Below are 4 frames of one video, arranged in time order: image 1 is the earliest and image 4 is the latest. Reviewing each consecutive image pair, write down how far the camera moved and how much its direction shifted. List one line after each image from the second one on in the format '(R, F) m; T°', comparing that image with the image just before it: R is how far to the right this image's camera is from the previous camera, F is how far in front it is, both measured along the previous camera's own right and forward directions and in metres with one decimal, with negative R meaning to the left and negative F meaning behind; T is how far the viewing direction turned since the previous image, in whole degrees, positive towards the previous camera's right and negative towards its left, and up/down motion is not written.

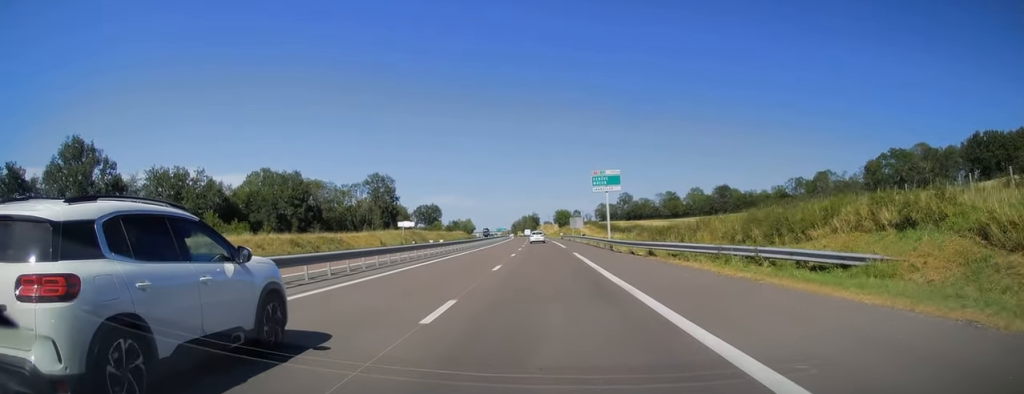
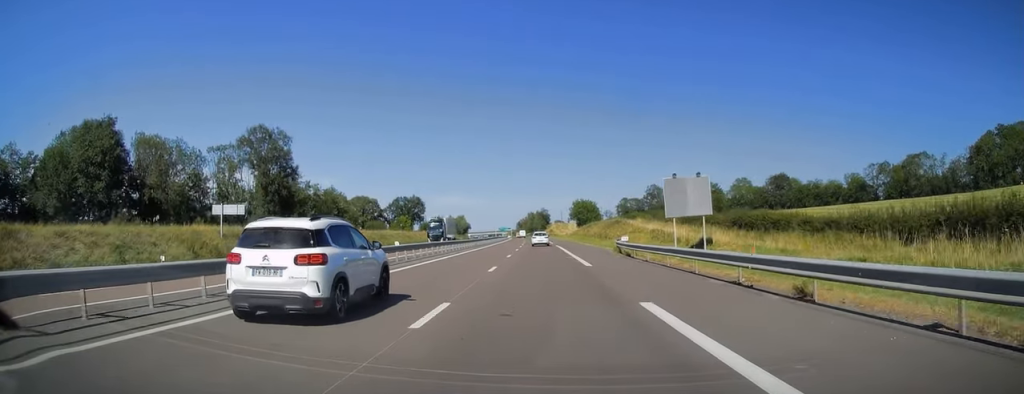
(-0.7, +77.7) m; -1°
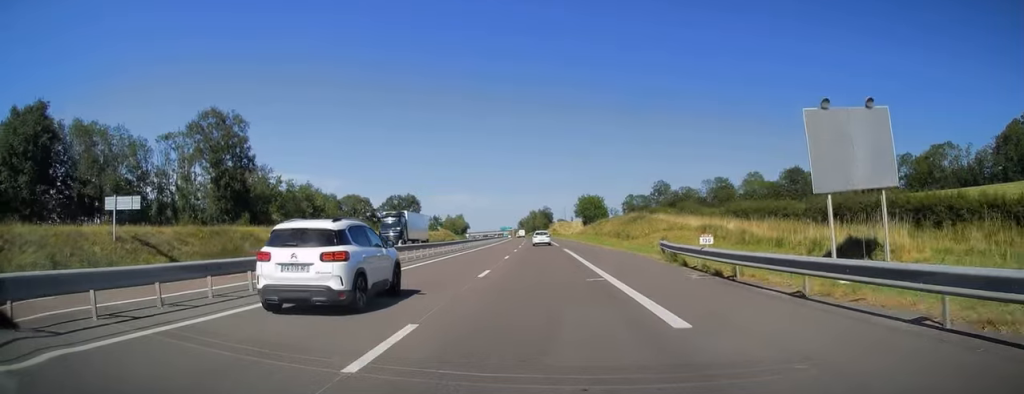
(0.0, +15.7) m; 0°
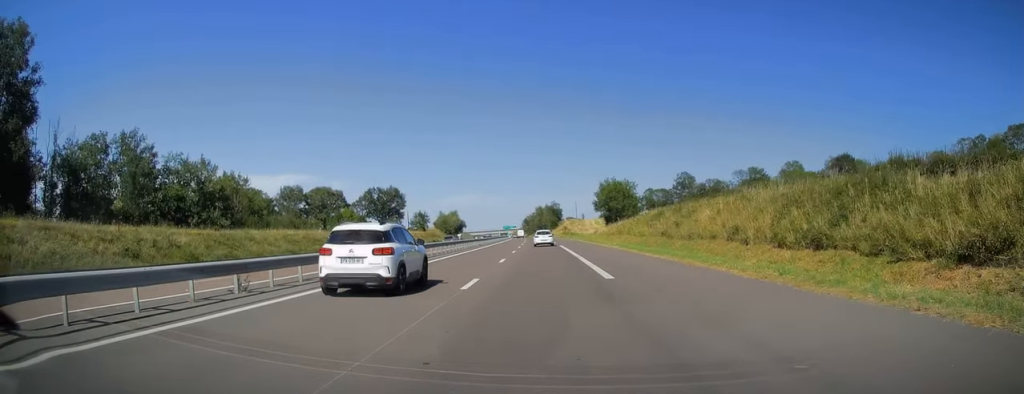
(-0.1, +42.8) m; -1°
